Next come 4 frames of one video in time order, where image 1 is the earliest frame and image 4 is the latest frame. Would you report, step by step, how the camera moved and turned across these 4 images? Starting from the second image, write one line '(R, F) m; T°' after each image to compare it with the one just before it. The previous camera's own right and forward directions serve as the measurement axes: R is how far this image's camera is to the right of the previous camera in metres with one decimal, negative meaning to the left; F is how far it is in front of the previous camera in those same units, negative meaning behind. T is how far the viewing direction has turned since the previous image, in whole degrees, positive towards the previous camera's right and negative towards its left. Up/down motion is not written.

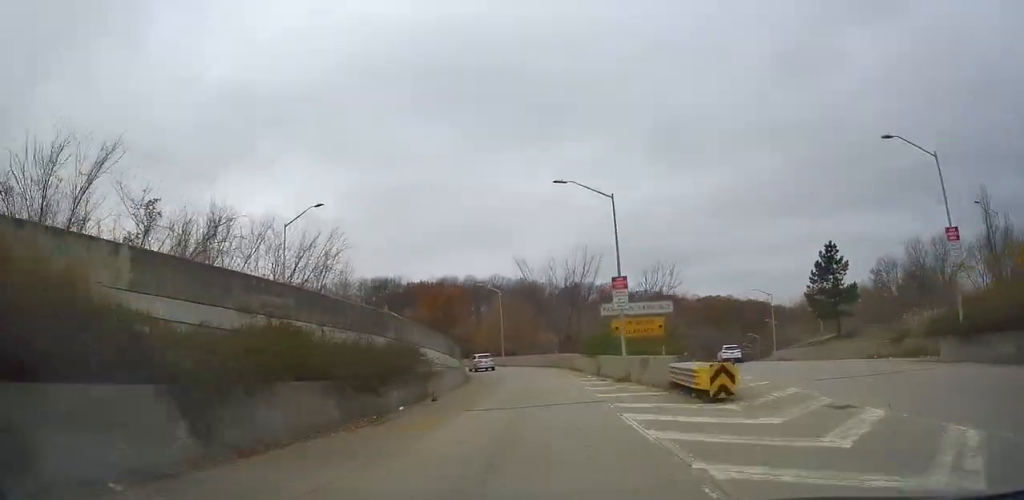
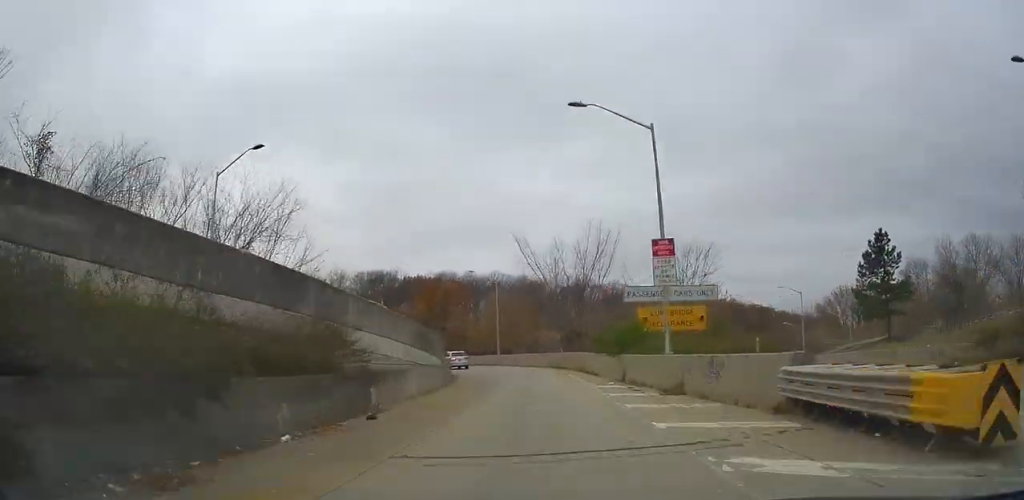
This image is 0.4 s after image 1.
(+0.2, +9.2) m; +2°
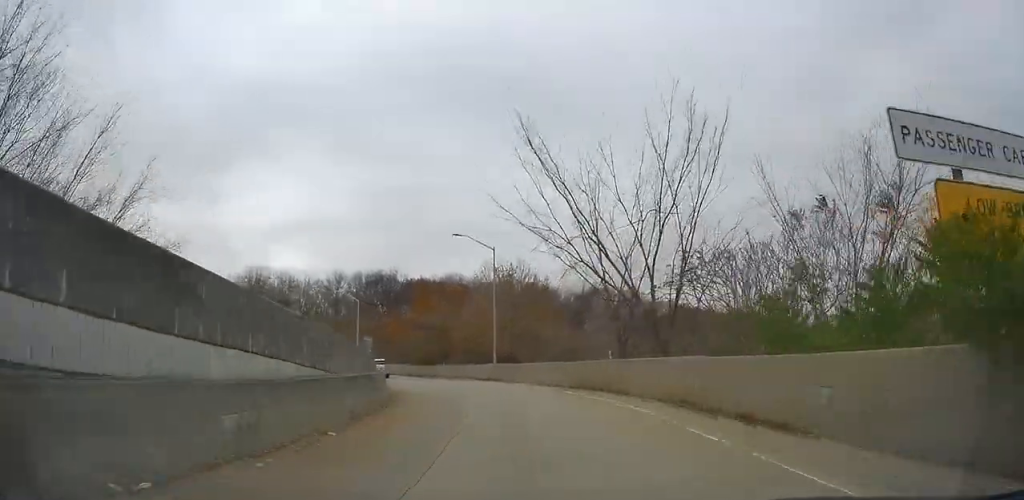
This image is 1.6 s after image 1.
(+0.7, +22.1) m; +3°
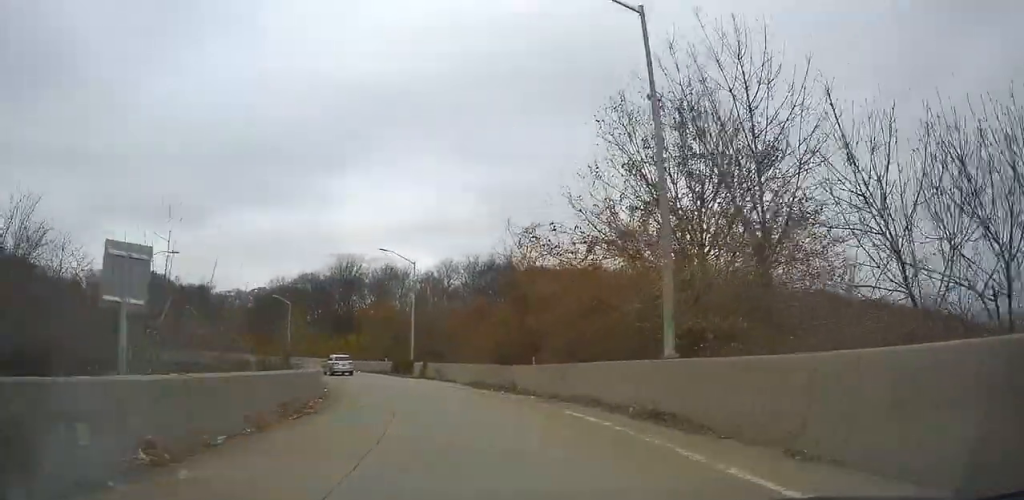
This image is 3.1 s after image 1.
(+0.5, +30.0) m; -2°
